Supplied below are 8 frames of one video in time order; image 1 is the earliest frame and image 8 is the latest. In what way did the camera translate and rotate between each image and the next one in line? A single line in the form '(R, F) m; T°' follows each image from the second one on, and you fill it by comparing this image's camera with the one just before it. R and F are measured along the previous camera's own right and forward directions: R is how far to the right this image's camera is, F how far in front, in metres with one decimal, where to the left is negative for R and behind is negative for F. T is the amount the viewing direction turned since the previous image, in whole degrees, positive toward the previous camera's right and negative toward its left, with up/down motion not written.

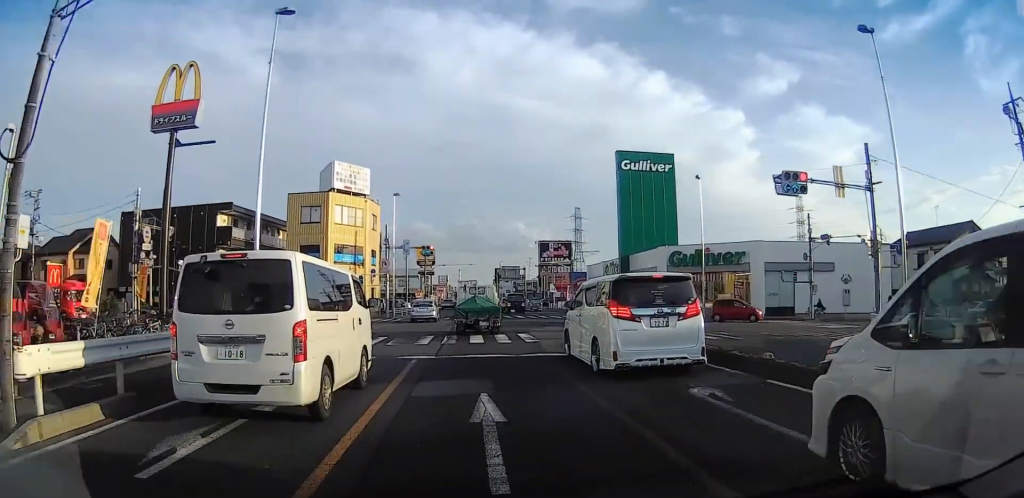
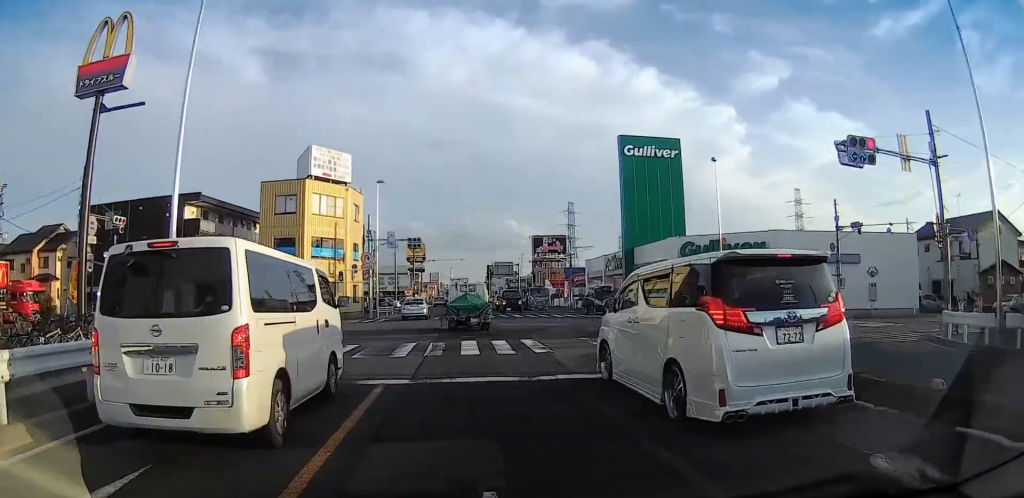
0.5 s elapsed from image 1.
(0.0, +4.0) m; 0°
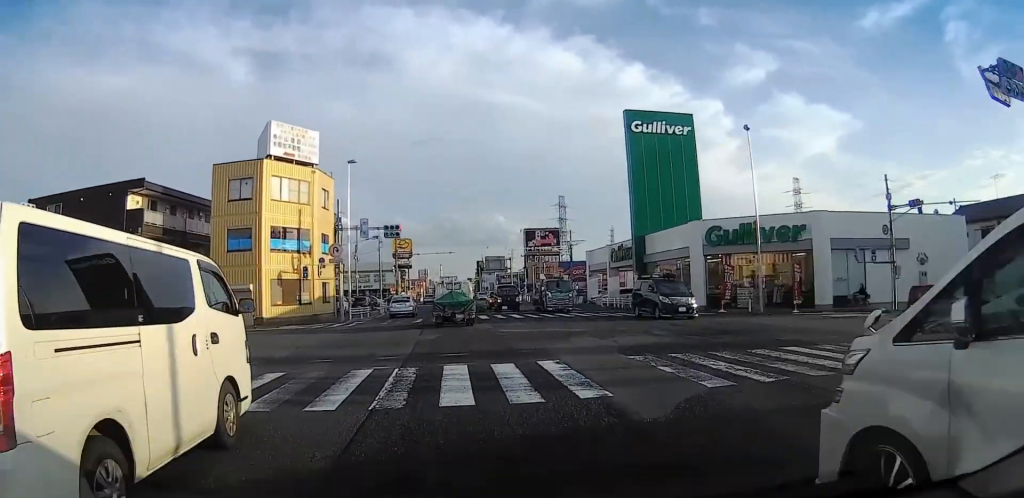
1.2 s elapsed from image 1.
(0.0, +5.4) m; 0°
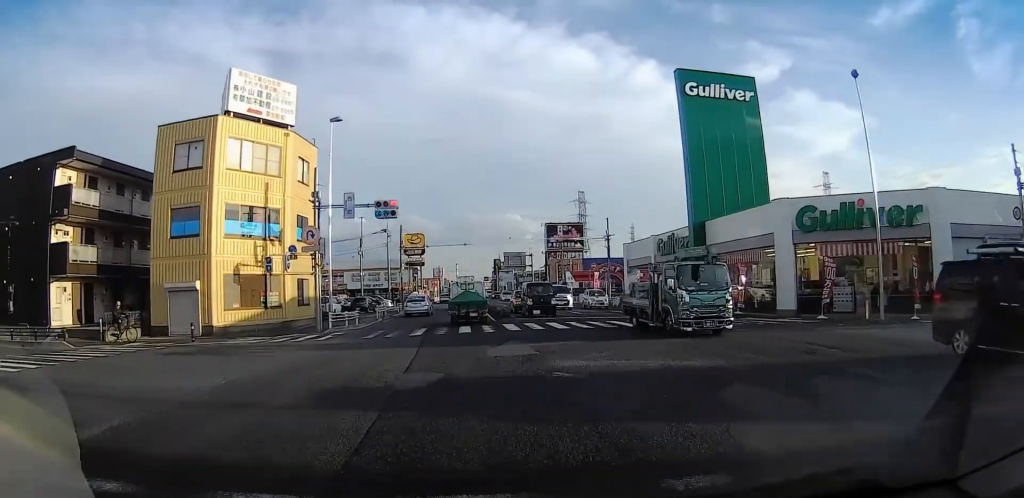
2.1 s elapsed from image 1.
(0.0, +7.6) m; 0°
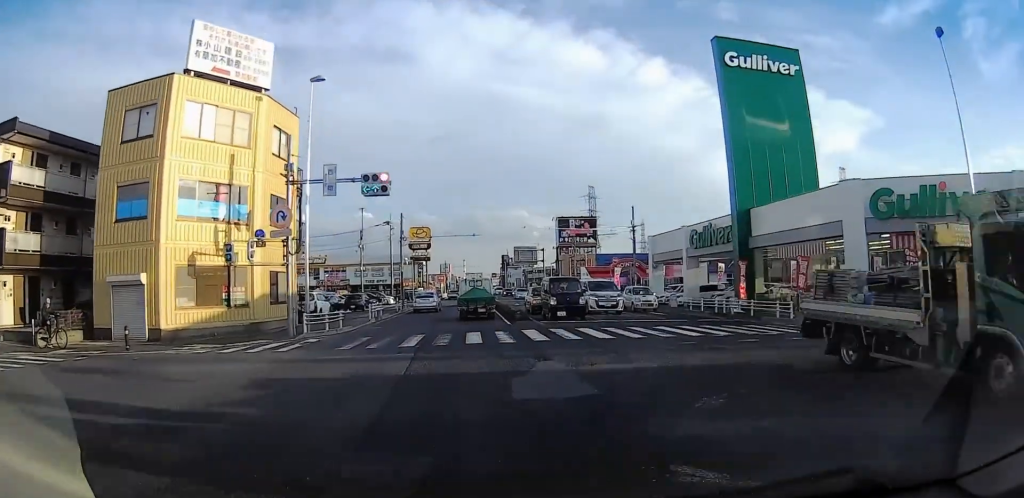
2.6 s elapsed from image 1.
(0.0, +6.6) m; 0°
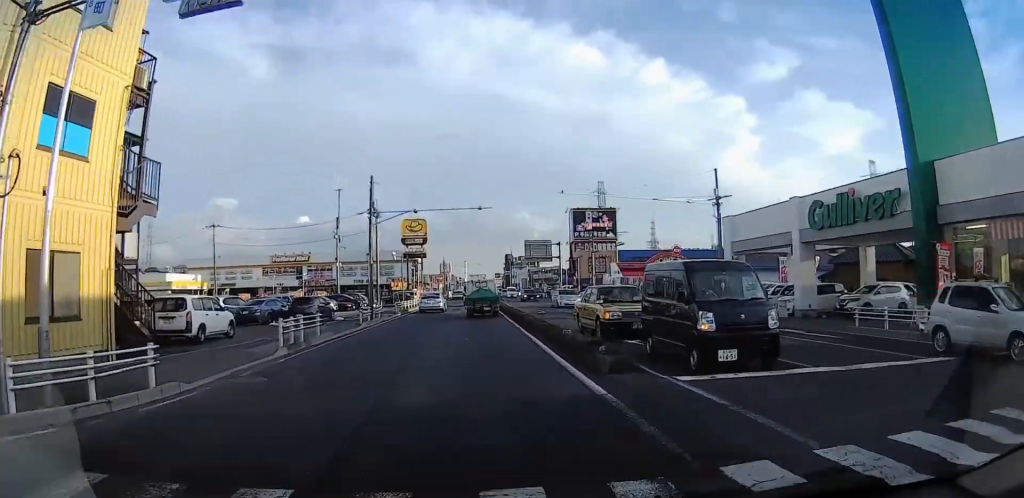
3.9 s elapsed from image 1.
(0.0, +18.1) m; +1°
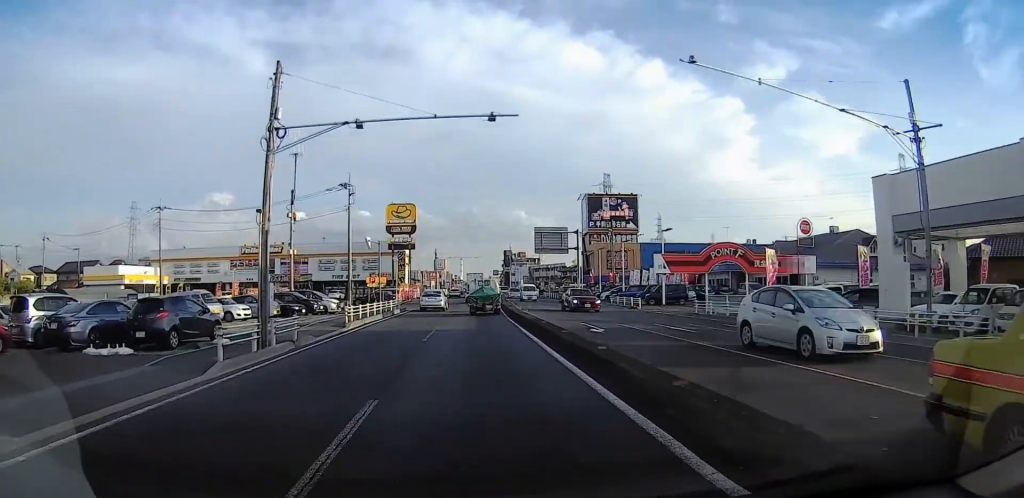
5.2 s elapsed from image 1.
(+0.2, +16.9) m; +1°
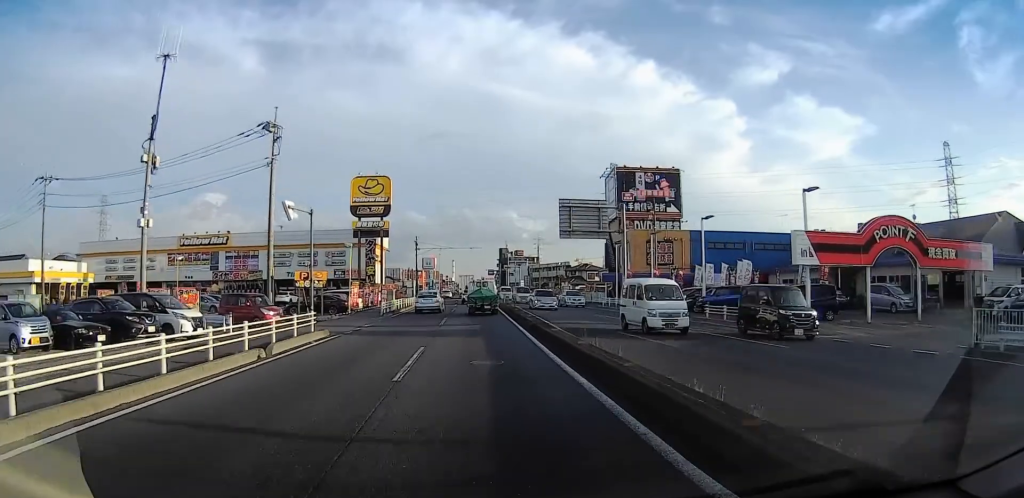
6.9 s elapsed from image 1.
(-0.1, +22.7) m; -1°
